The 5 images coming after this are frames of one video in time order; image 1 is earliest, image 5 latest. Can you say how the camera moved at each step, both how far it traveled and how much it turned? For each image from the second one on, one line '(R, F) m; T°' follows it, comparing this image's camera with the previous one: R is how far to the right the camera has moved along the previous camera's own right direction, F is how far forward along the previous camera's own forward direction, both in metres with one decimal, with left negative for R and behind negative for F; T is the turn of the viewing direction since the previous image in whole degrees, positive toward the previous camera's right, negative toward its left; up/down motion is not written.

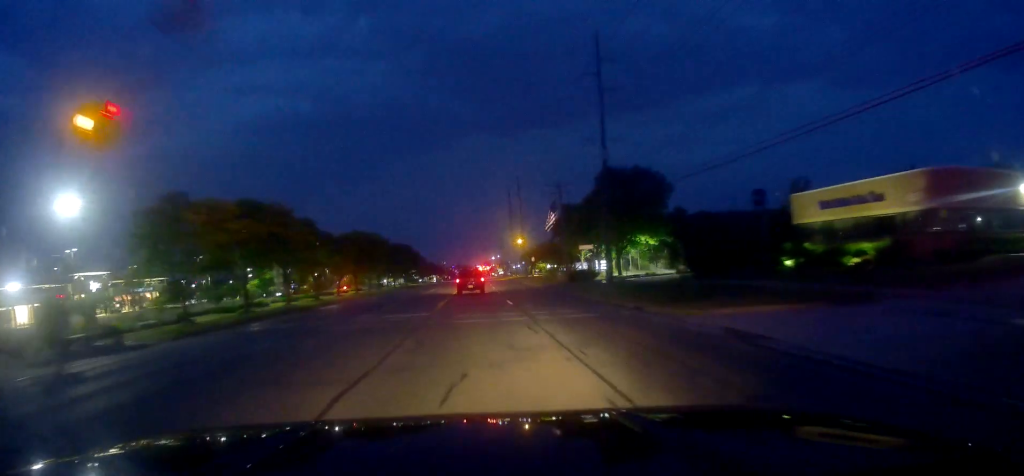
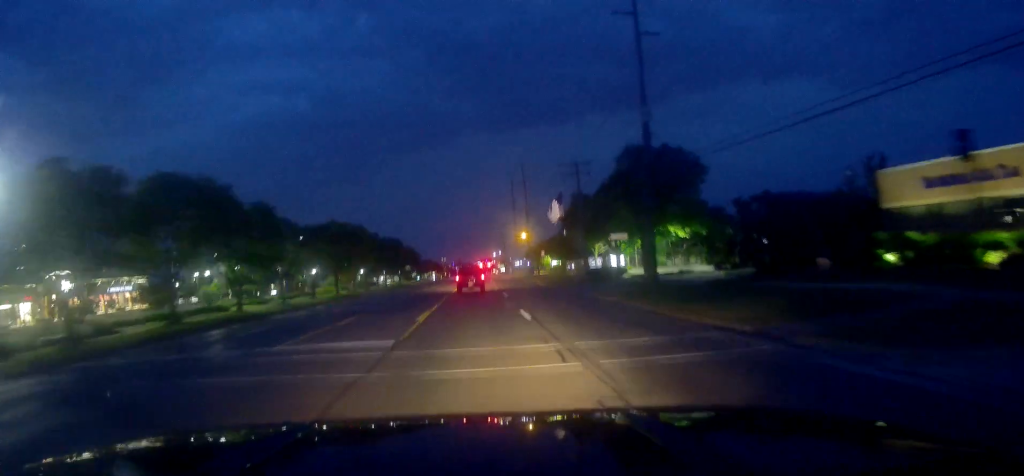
(+0.4, +10.9) m; +1°
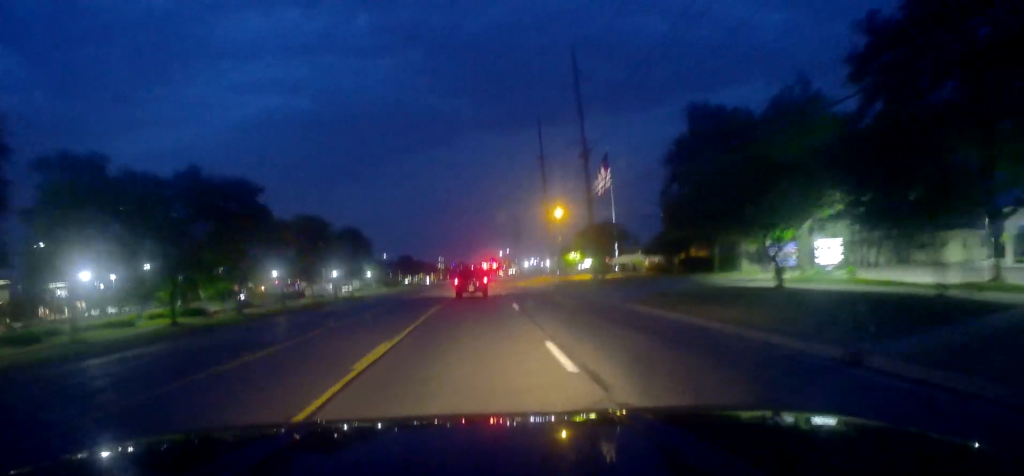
(+0.6, +56.0) m; -1°
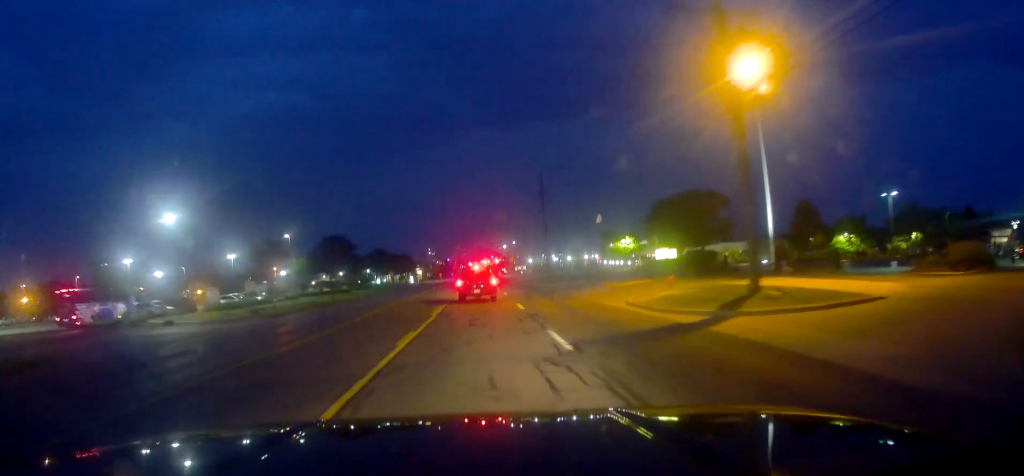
(-1.0, +58.4) m; 0°
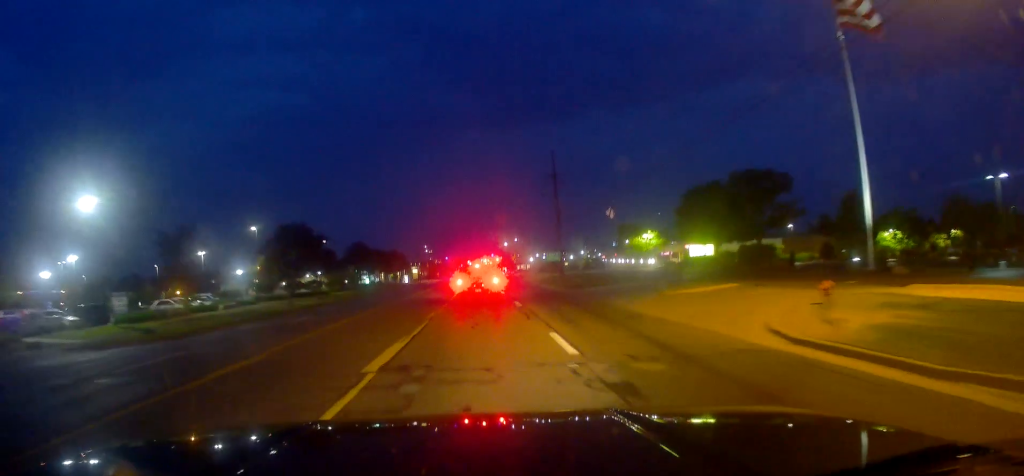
(+0.6, +14.3) m; +1°
